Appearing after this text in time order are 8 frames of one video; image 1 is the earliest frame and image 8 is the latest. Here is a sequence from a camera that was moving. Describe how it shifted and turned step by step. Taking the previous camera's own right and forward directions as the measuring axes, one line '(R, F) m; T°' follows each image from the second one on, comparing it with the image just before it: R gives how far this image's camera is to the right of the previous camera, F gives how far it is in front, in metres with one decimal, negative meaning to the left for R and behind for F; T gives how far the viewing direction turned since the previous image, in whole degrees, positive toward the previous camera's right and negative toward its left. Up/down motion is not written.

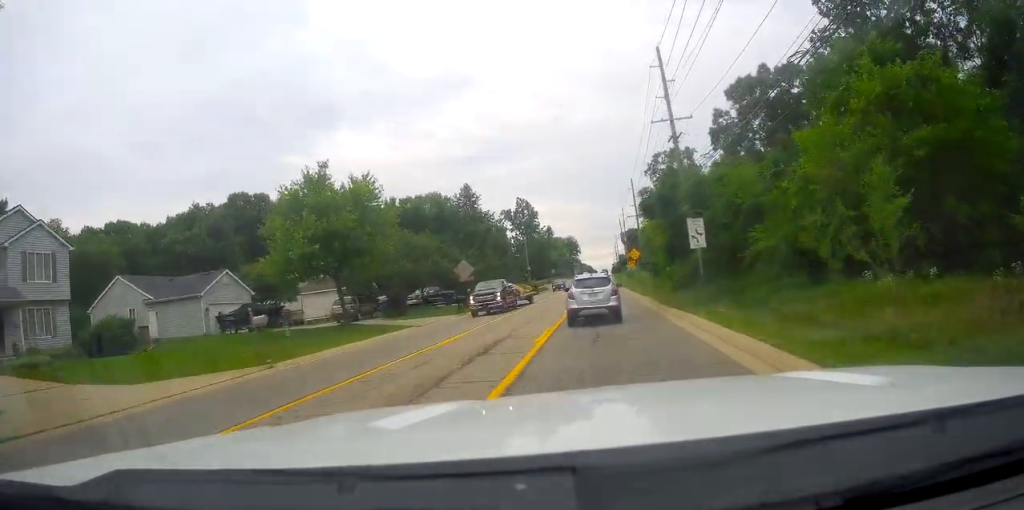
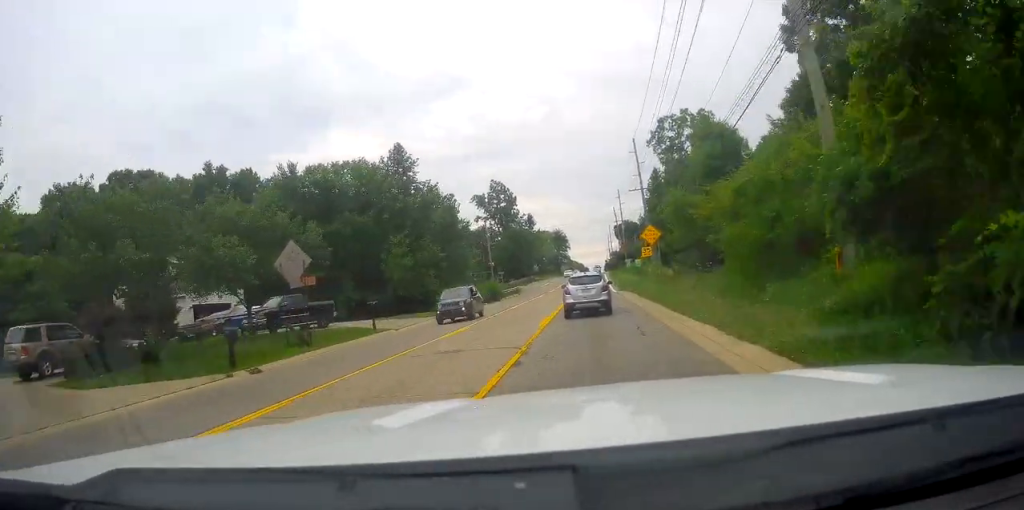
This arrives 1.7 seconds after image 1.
(+0.3, +26.4) m; 0°
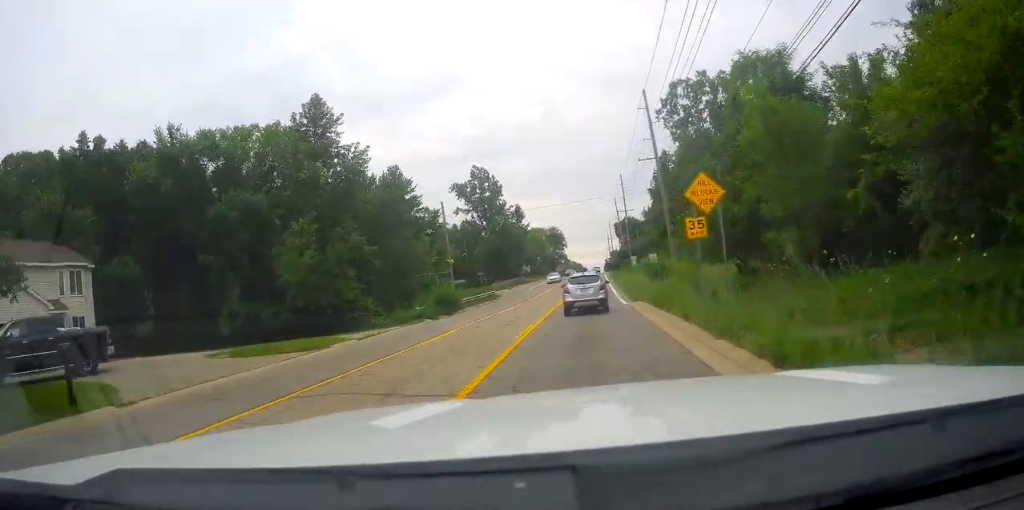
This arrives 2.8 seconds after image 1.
(+0.3, +17.6) m; +2°
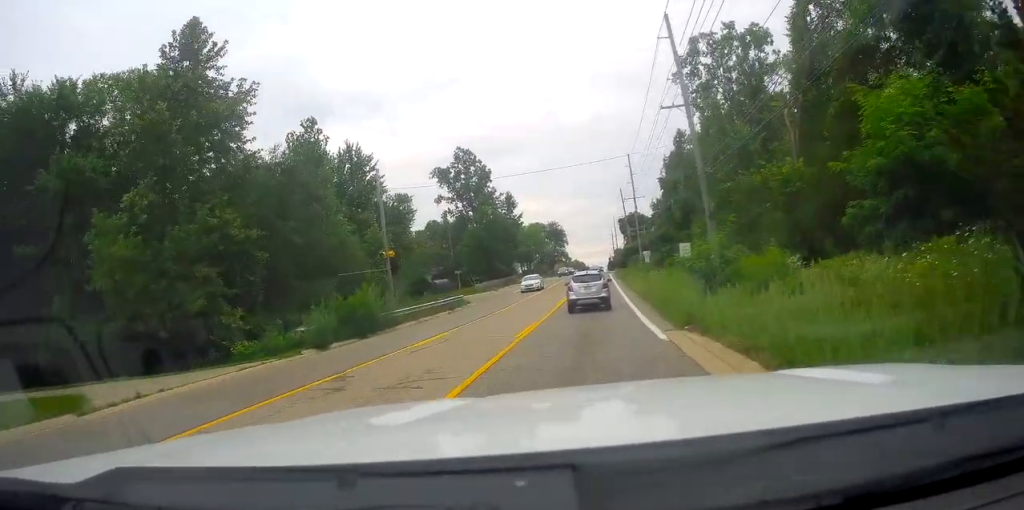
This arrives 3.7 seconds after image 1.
(+0.2, +15.0) m; 0°
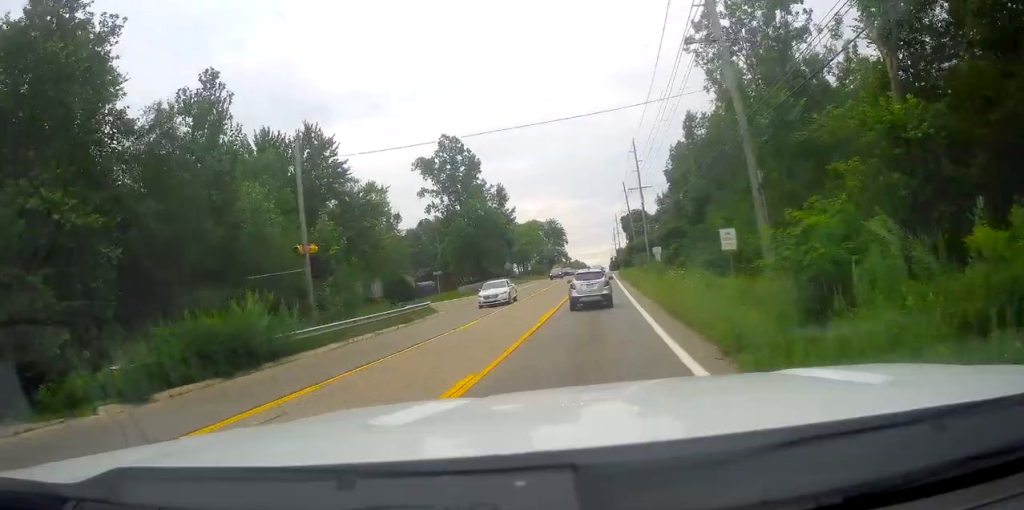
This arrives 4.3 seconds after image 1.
(0.0, +9.7) m; 0°
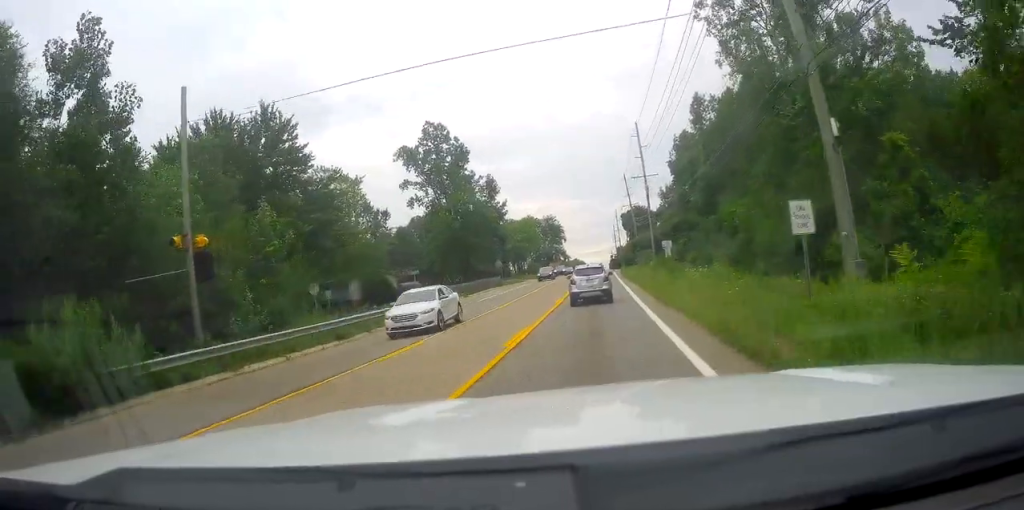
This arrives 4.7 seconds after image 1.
(-0.2, +7.7) m; 0°
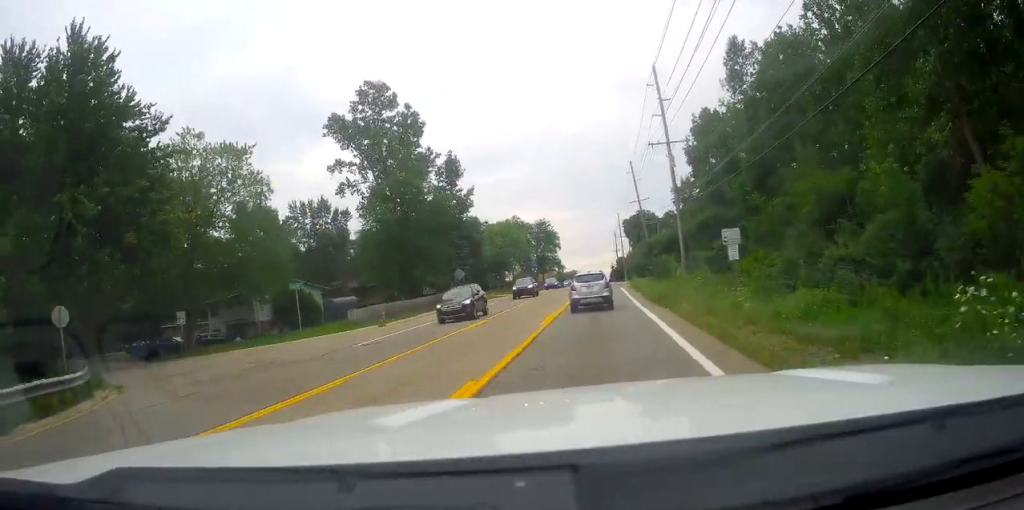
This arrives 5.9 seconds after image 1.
(+0.2, +21.9) m; -1°
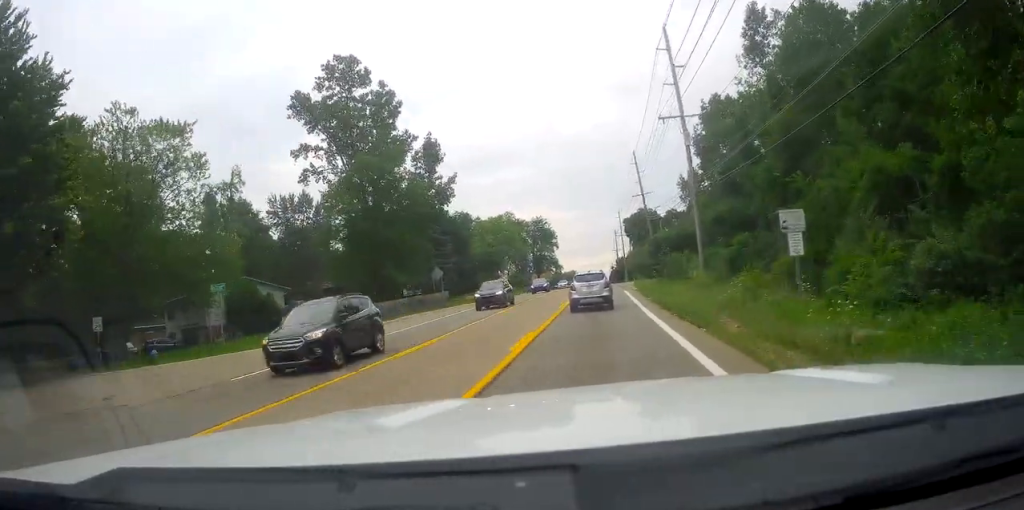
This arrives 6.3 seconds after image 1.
(-0.1, +7.5) m; 0°
